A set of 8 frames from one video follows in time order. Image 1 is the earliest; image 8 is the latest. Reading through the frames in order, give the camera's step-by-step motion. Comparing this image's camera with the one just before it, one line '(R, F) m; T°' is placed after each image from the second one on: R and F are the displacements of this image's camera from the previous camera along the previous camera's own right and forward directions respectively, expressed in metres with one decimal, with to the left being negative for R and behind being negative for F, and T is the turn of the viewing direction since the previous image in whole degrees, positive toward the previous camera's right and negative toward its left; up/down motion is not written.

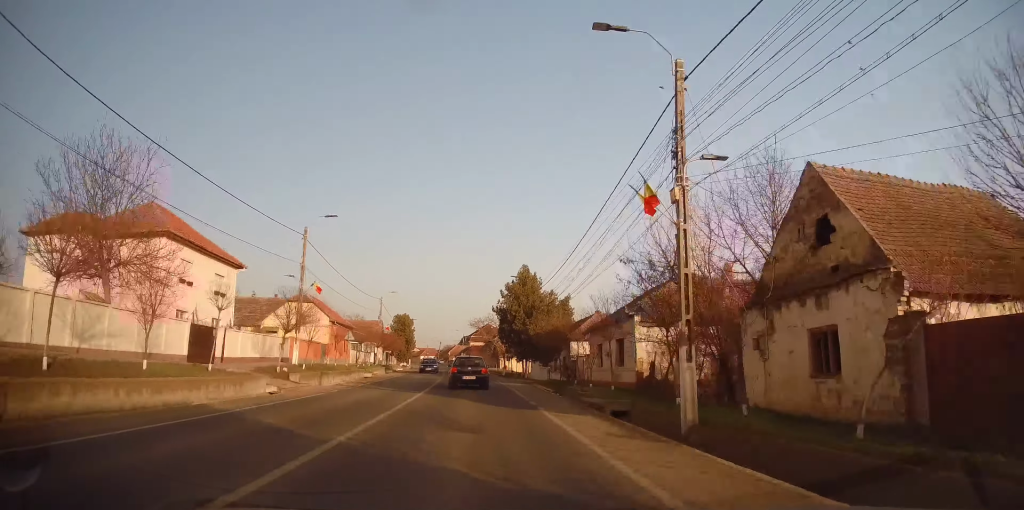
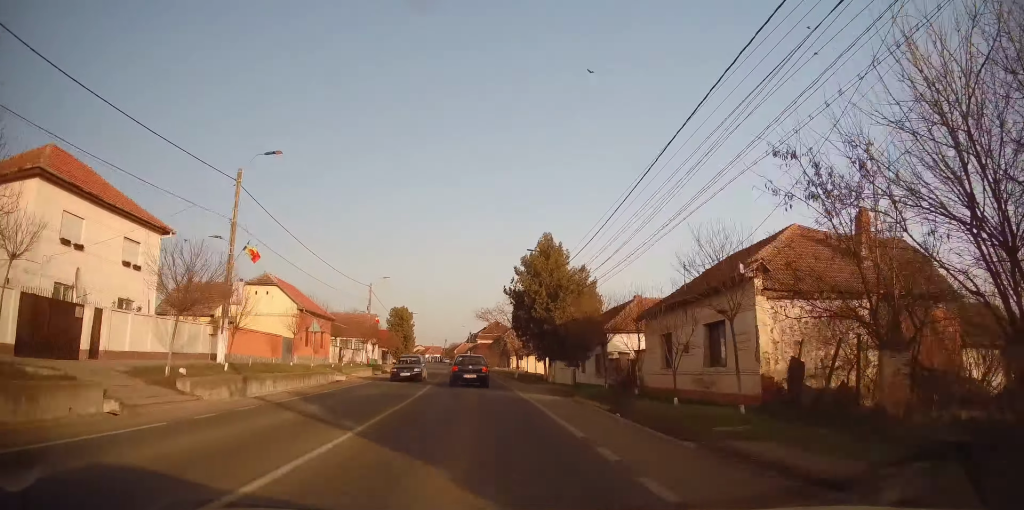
(-0.1, +10.5) m; -1°
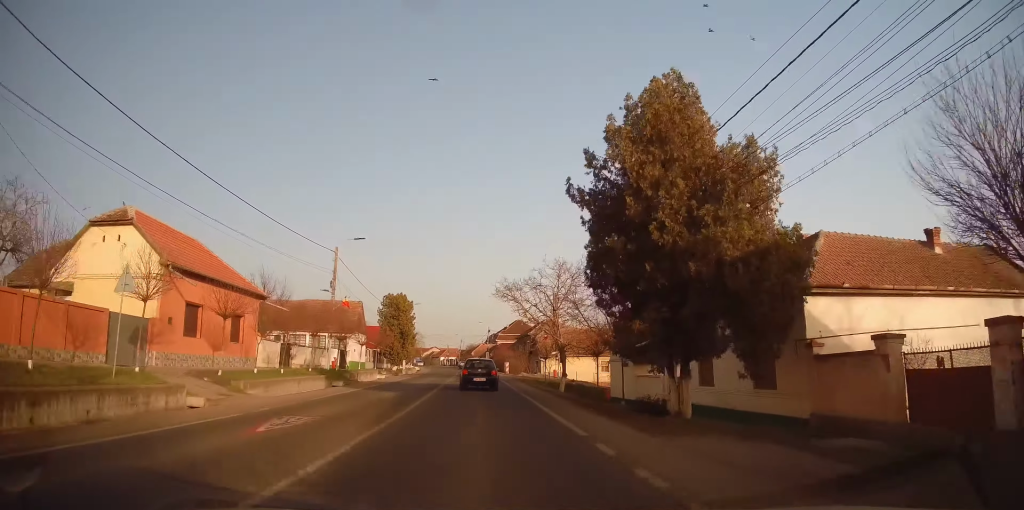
(-0.1, +19.5) m; -1°
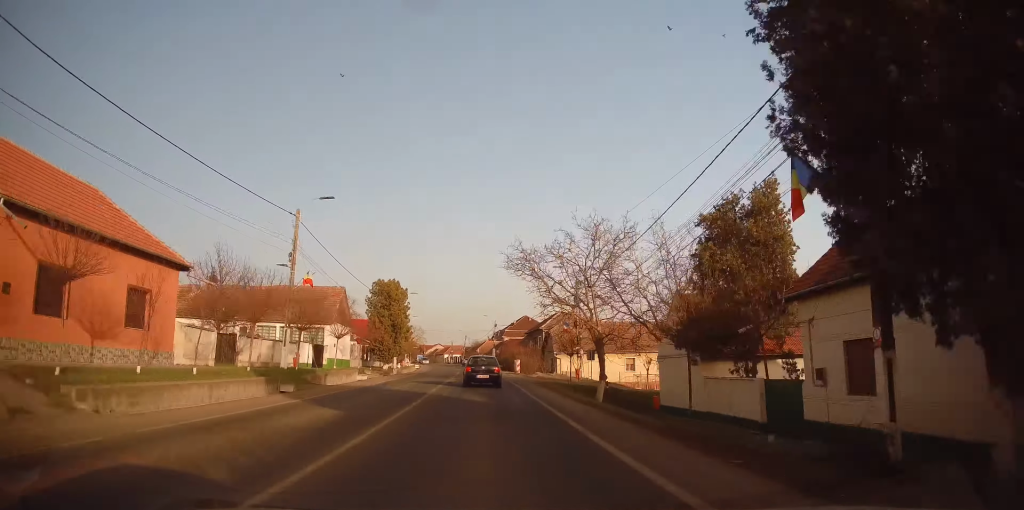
(+0.2, +9.0) m; -1°
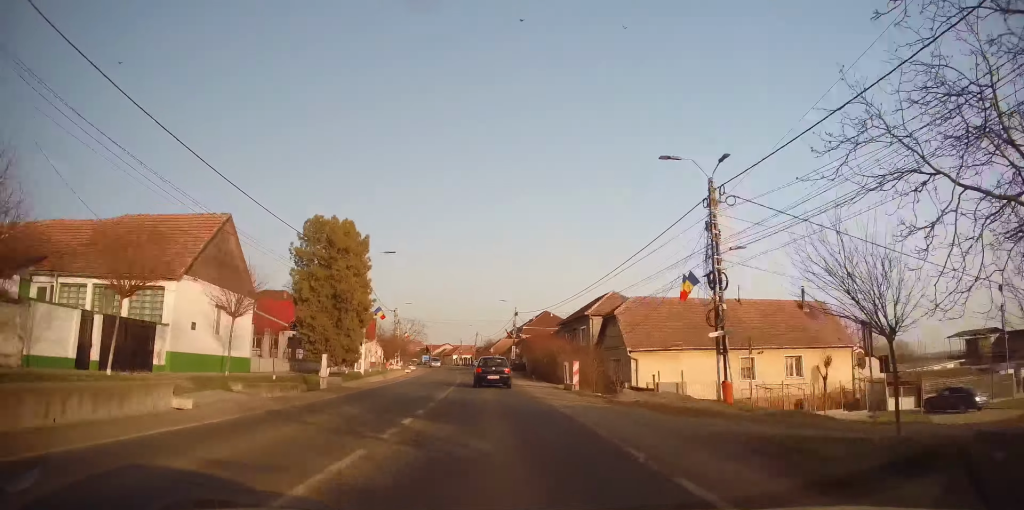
(-1.2, +24.2) m; -3°
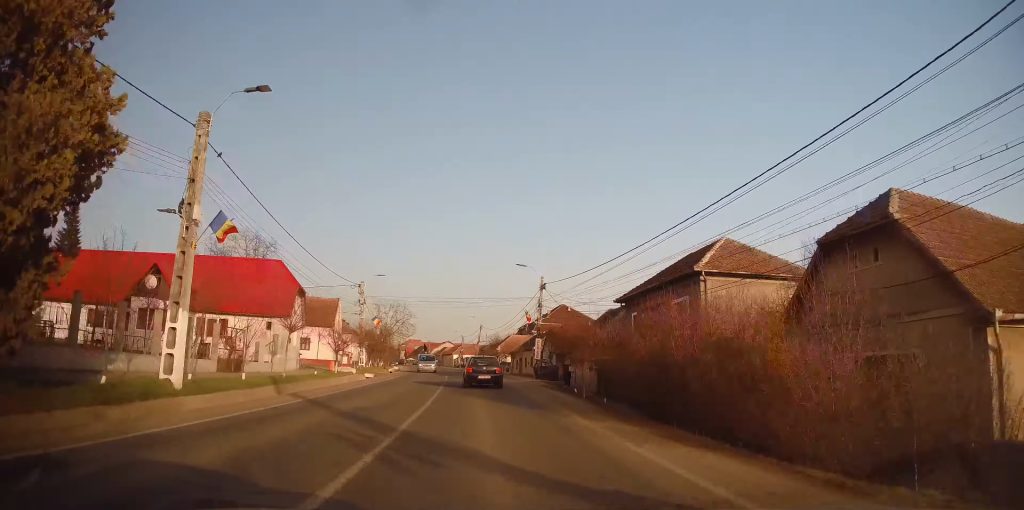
(-0.3, +23.7) m; 0°
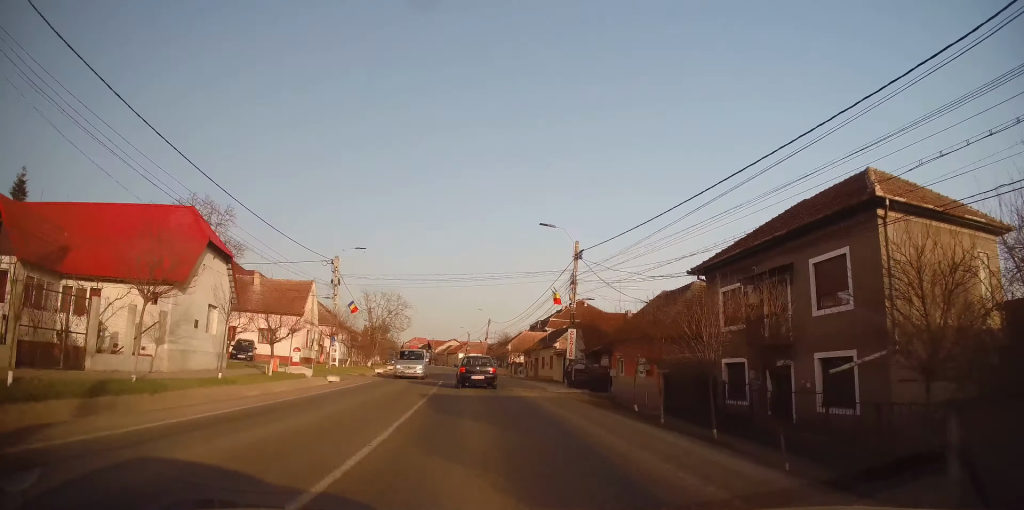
(+0.3, +11.7) m; 0°
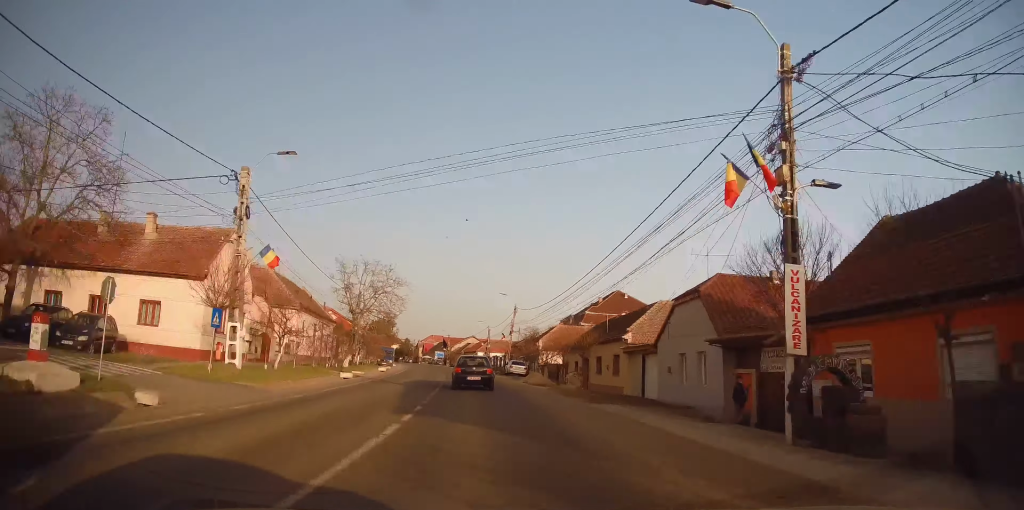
(-0.2, +18.7) m; -3°
